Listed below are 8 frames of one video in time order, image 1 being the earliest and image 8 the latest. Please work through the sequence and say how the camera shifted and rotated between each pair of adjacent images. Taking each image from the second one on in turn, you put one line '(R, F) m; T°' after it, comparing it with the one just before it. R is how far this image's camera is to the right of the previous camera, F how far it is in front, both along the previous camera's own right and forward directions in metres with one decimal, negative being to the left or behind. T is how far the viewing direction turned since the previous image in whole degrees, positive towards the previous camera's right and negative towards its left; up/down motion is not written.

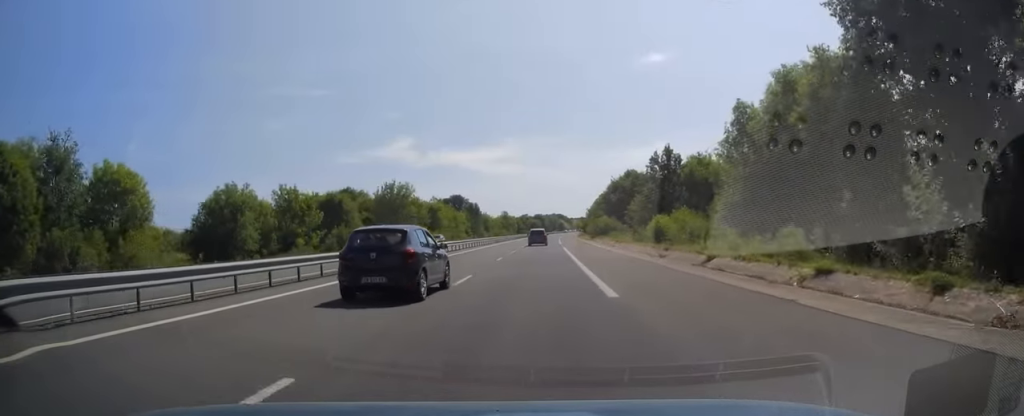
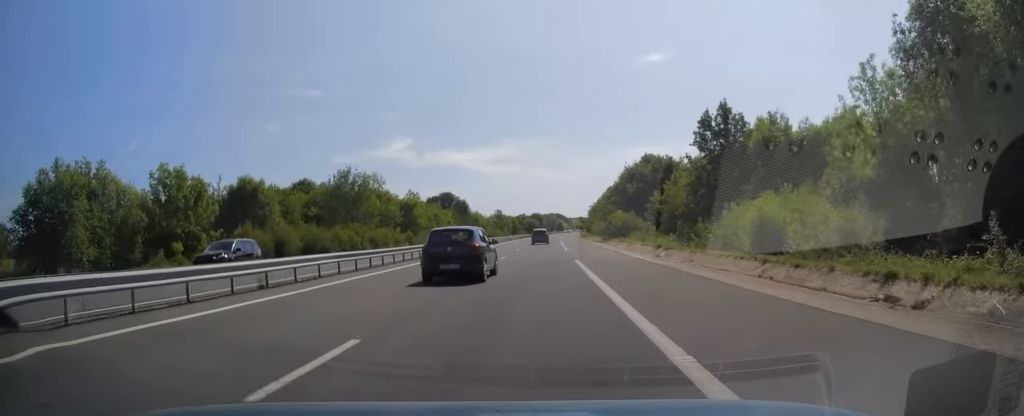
(+0.1, +22.7) m; +1°
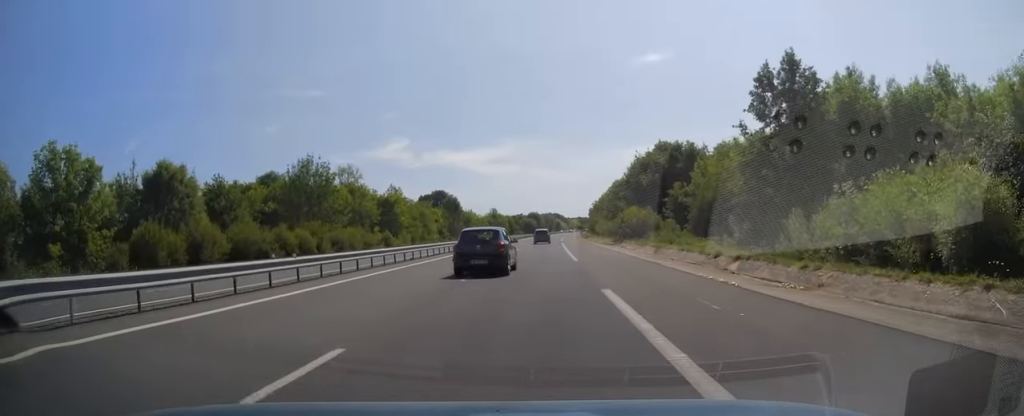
(0.0, +12.8) m; 0°
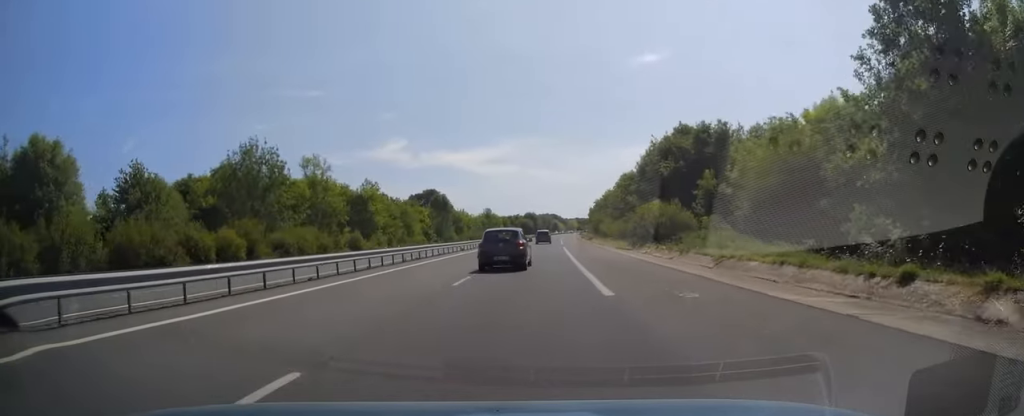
(+0.1, +13.3) m; 0°
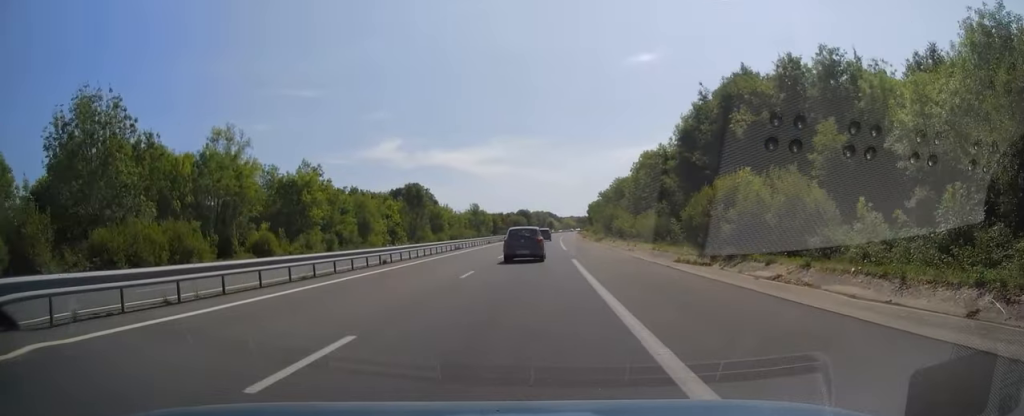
(+0.1, +24.2) m; 0°
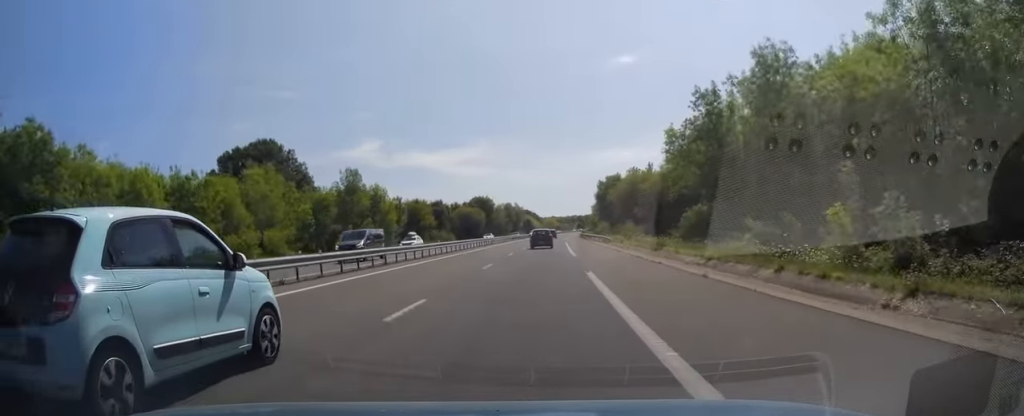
(+1.9, +119.7) m; +3°
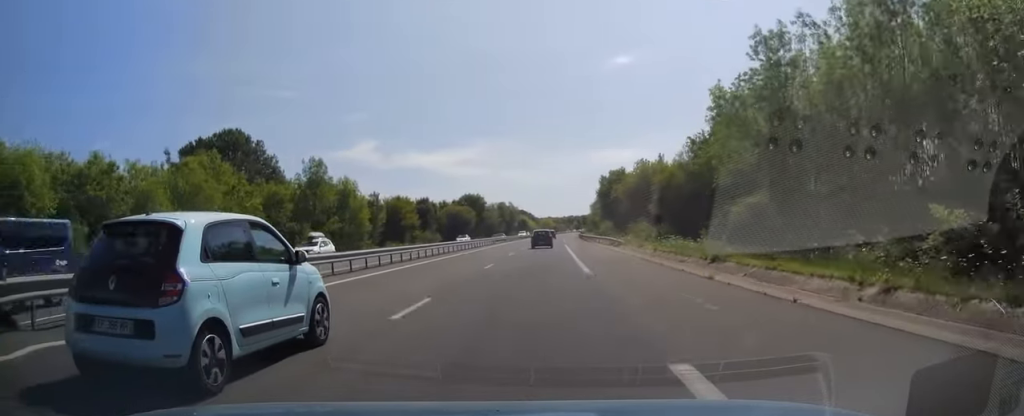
(0.0, +13.0) m; 0°
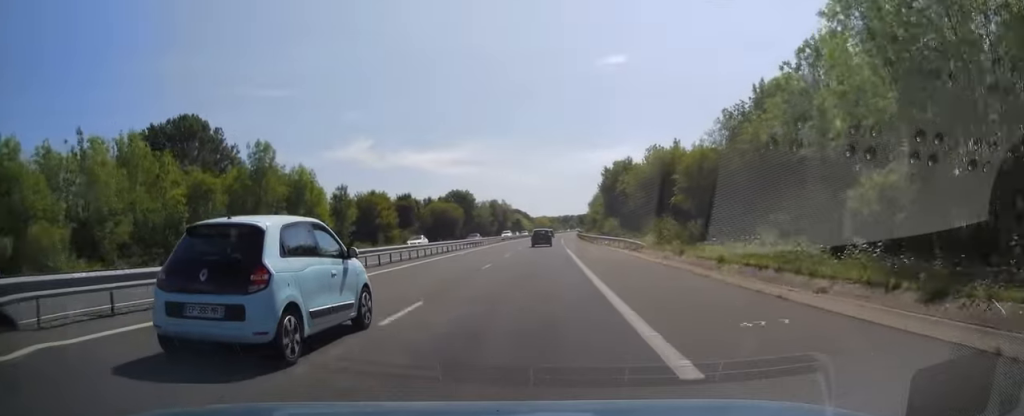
(0.0, +14.0) m; 0°
